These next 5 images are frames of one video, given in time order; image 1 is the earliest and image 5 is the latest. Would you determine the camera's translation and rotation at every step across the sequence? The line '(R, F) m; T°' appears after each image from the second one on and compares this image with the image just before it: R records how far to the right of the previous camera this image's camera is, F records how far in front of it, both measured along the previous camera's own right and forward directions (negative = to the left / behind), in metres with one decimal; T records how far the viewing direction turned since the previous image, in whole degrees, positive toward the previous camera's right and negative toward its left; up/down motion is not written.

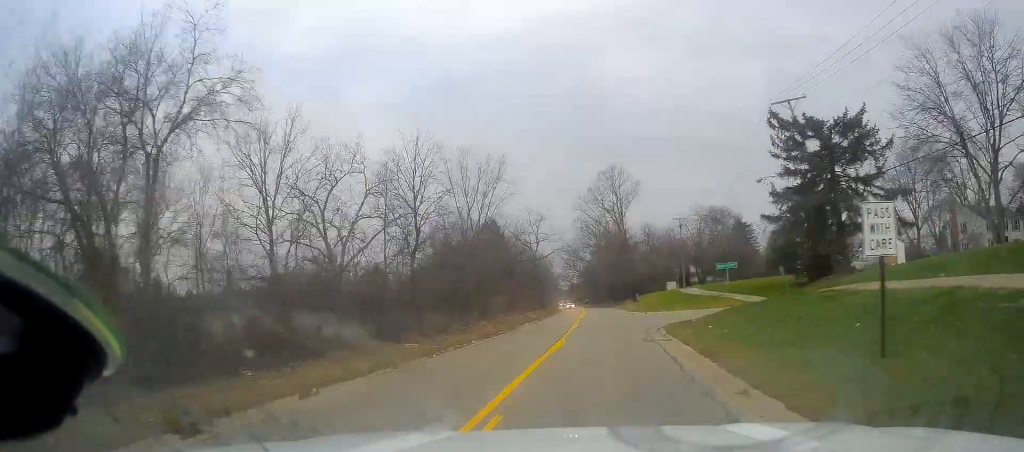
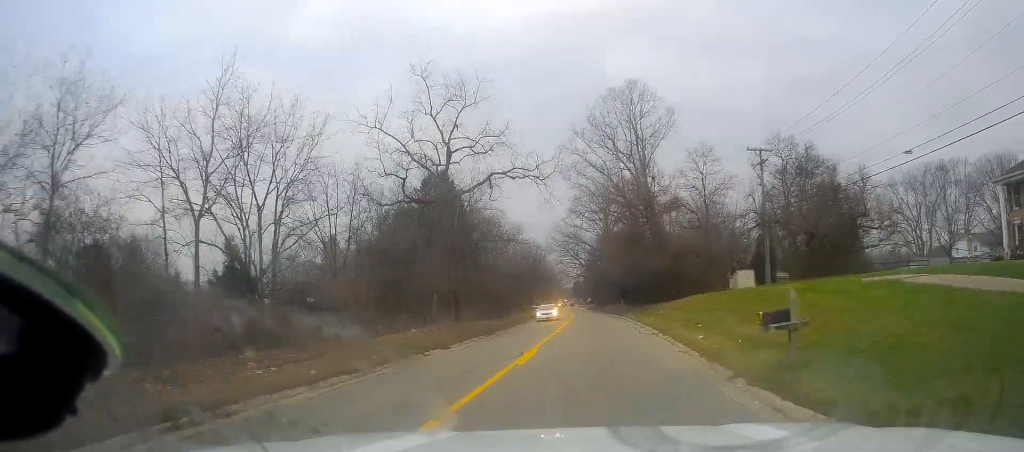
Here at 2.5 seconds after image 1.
(+1.1, +48.6) m; +1°
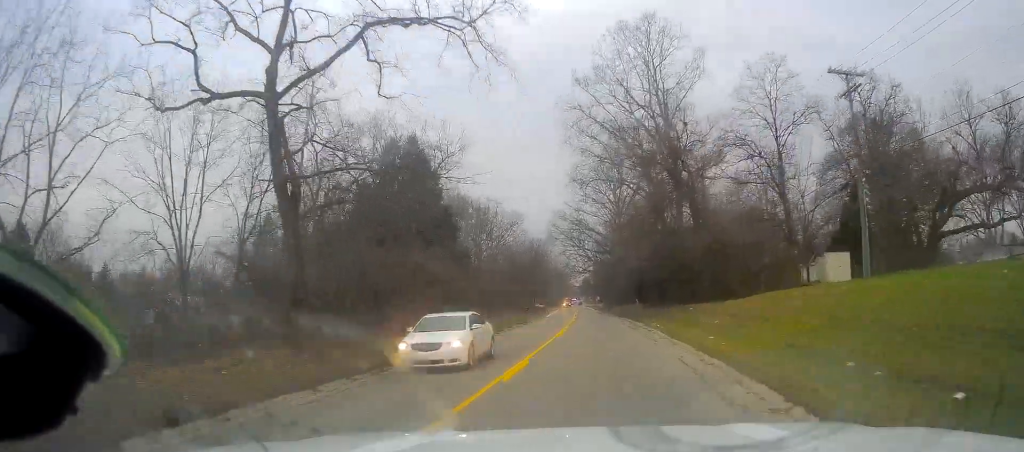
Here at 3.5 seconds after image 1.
(-0.5, +18.7) m; -3°
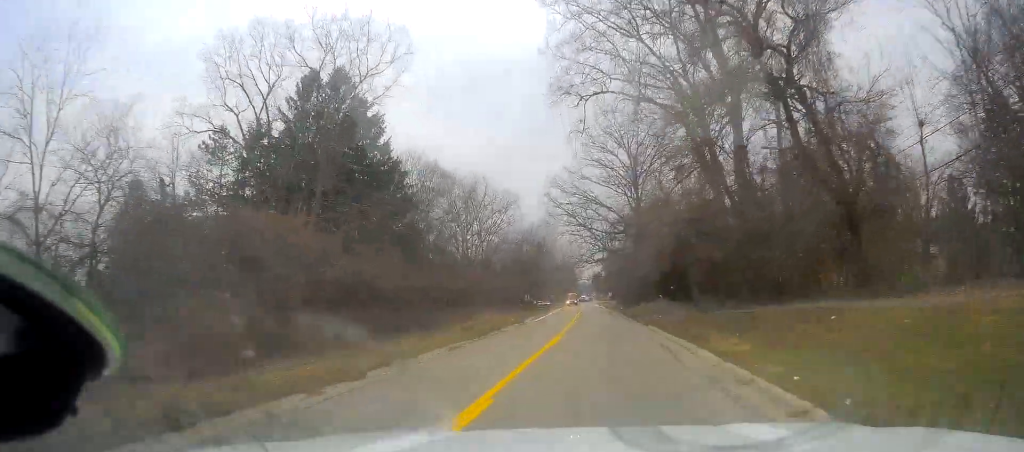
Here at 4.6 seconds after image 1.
(-0.5, +22.1) m; -1°
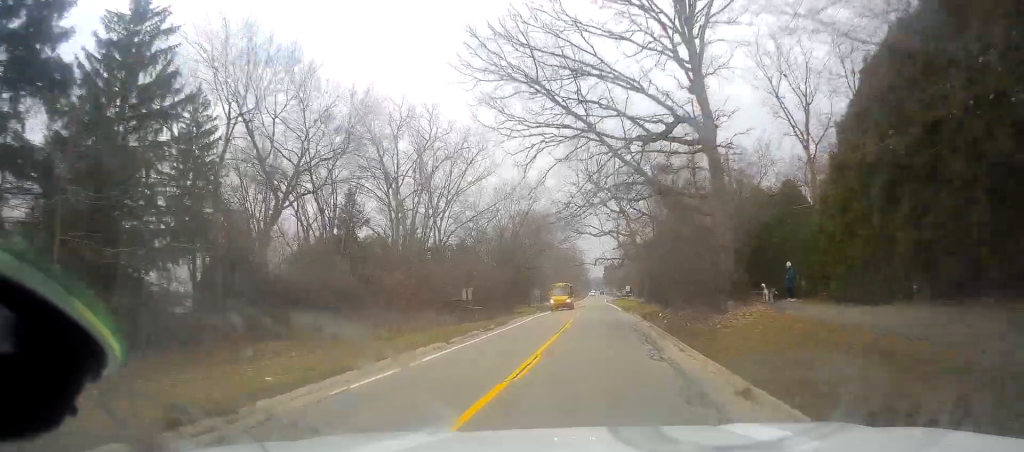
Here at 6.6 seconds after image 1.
(+0.5, +38.9) m; 0°
